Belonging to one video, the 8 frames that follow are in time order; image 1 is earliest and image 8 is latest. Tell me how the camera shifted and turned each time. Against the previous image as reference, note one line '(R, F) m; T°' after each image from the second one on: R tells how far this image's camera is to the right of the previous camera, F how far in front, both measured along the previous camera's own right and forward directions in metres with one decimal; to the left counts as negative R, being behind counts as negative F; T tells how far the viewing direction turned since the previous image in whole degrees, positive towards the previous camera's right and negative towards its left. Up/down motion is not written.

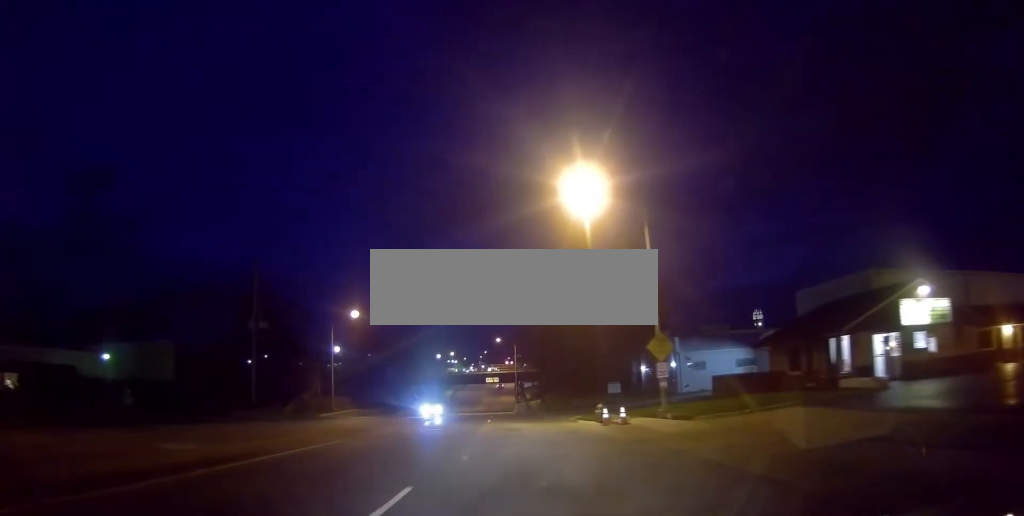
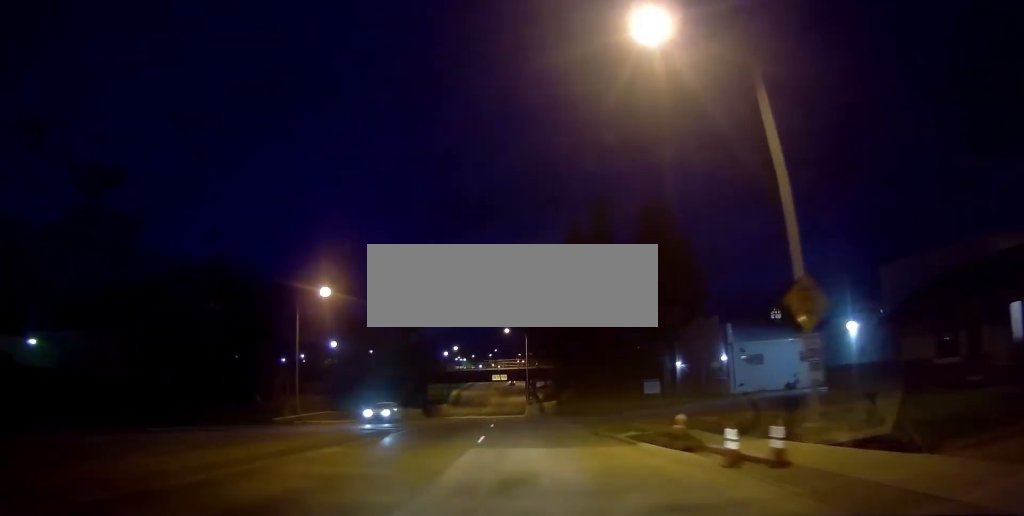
(-0.1, +13.0) m; -1°
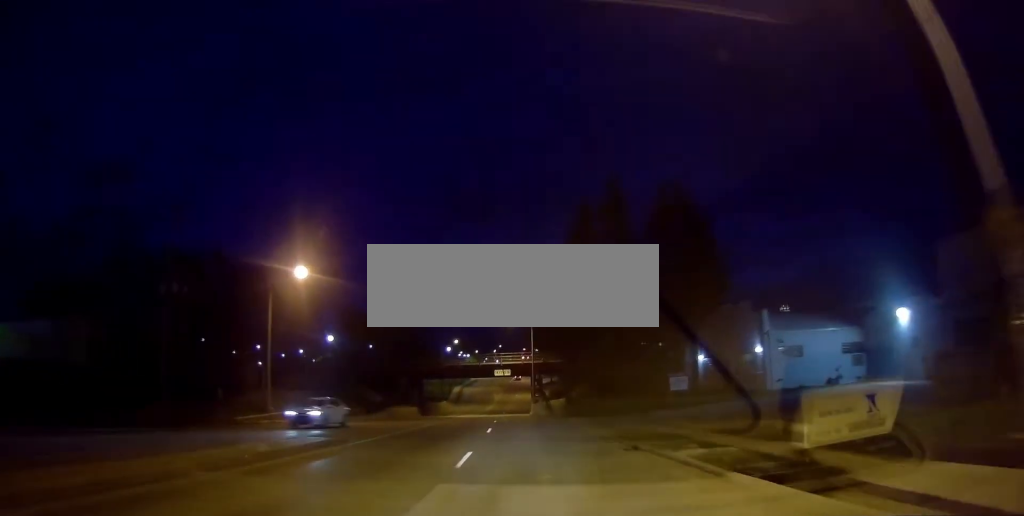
(0.0, +6.2) m; 0°
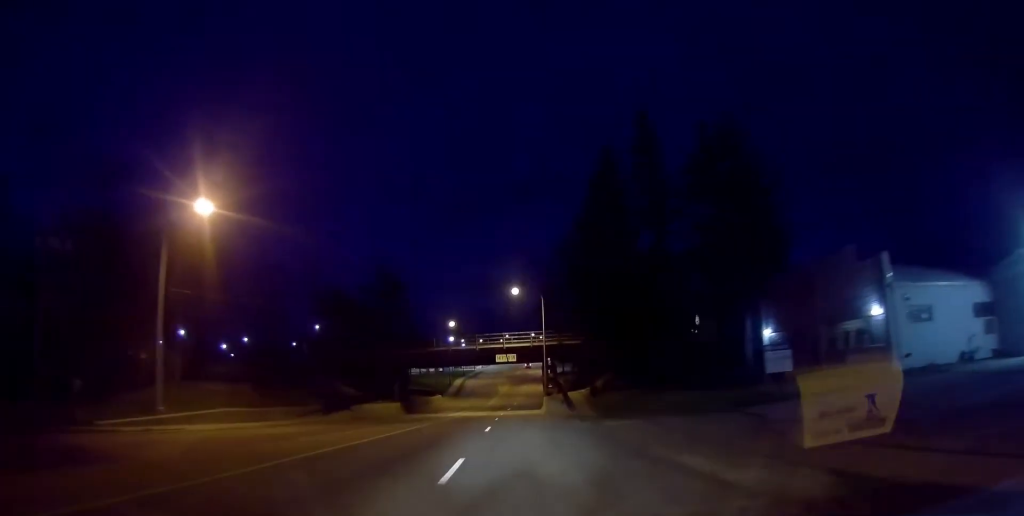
(0.0, +14.6) m; 0°
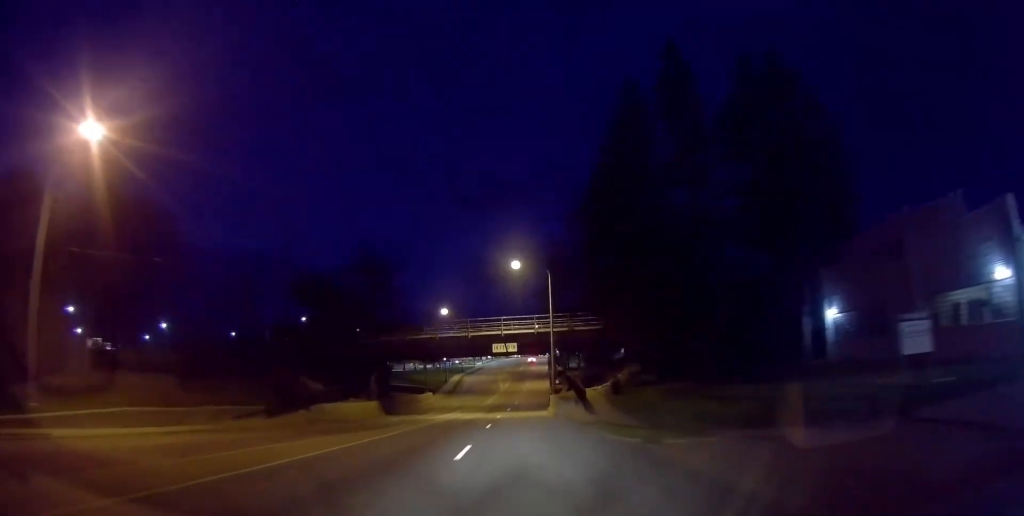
(0.0, +10.0) m; -1°
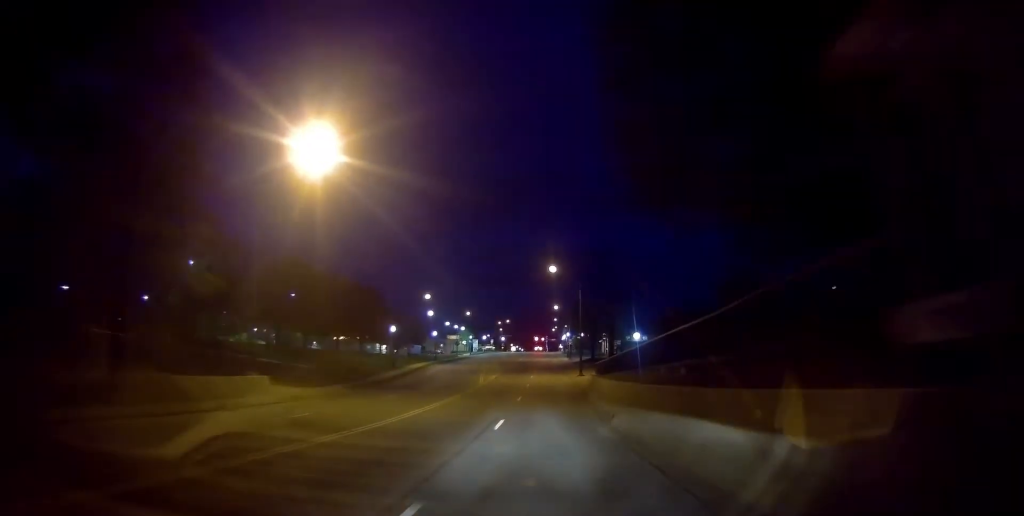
(-2.0, +46.0) m; -2°
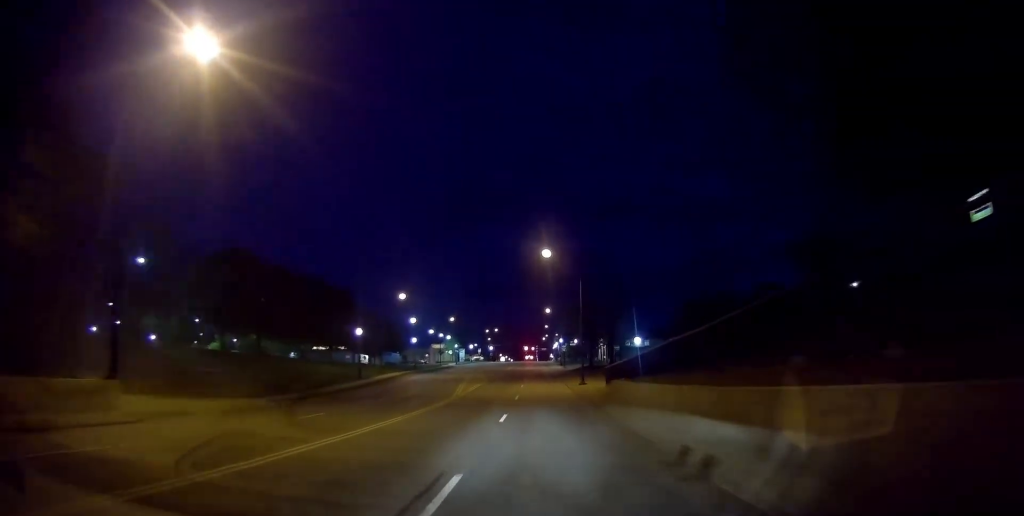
(+0.4, +10.1) m; +2°
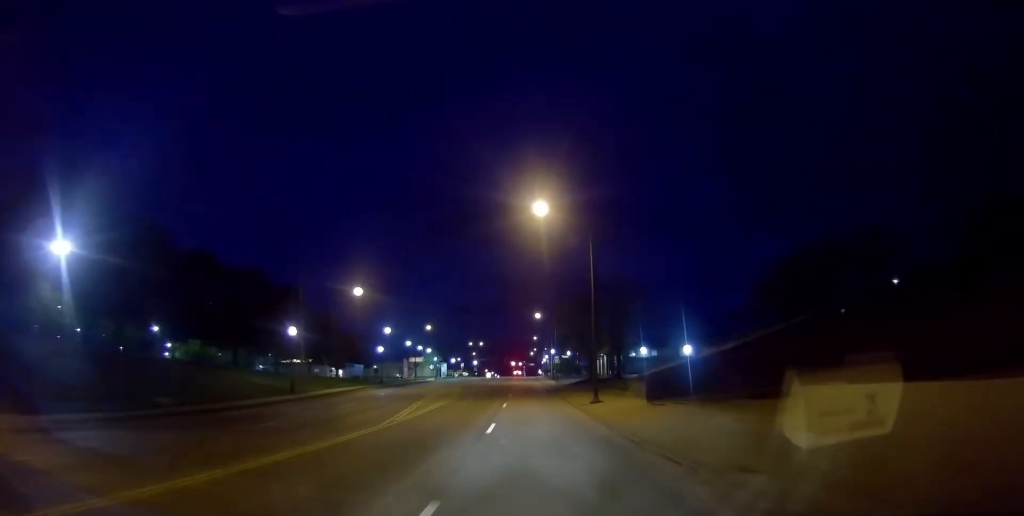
(+0.2, +14.0) m; +1°
